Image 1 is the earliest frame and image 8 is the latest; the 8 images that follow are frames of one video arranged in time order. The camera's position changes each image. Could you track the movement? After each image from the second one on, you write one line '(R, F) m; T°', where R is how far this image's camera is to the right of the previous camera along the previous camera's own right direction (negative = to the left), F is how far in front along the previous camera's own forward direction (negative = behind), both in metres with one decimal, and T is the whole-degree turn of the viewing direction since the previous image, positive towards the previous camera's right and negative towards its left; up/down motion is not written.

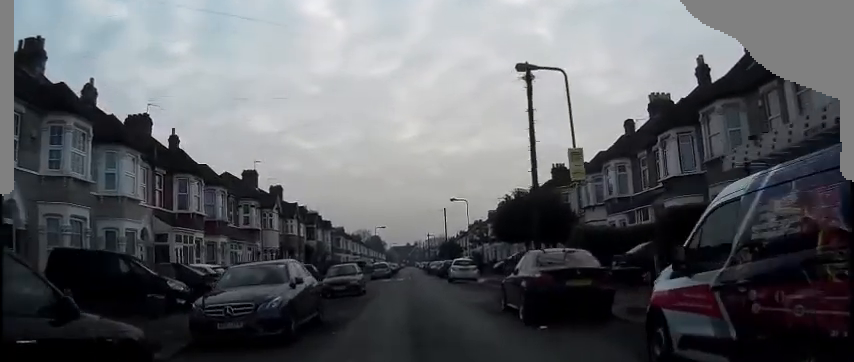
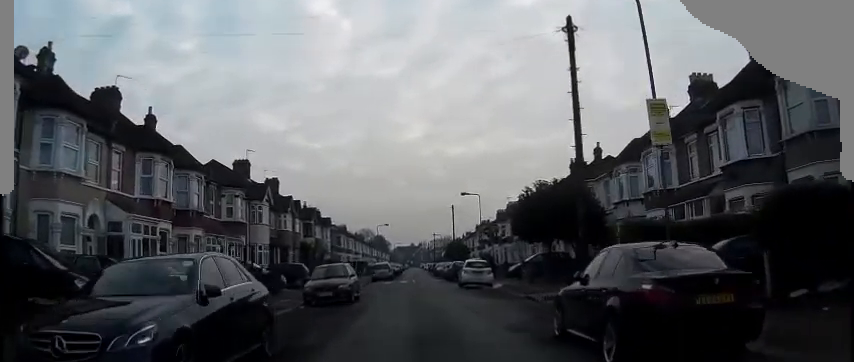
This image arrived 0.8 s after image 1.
(0.0, +5.8) m; -1°
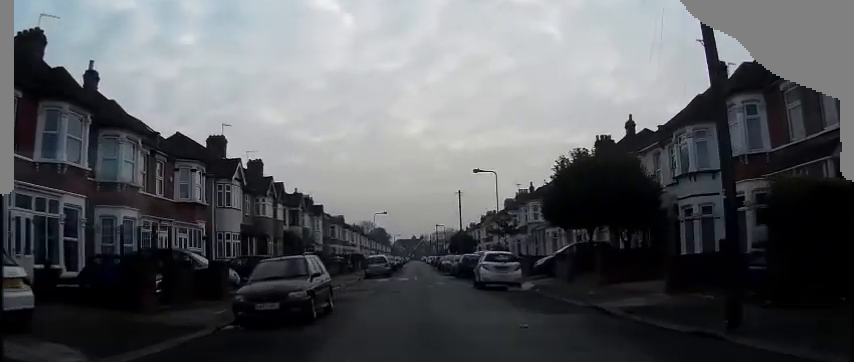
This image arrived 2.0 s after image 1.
(0.0, +8.4) m; 0°
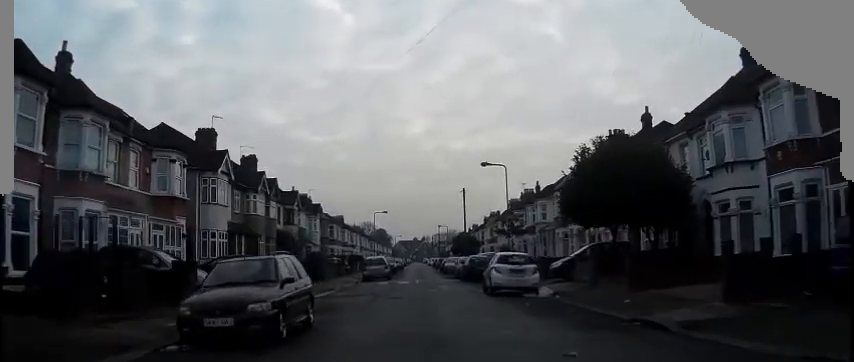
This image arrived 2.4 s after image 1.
(0.0, +3.2) m; 0°
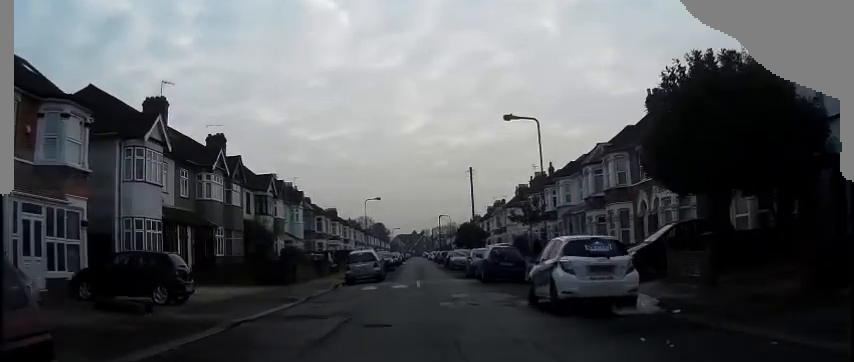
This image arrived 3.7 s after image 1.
(-0.1, +9.3) m; -2°
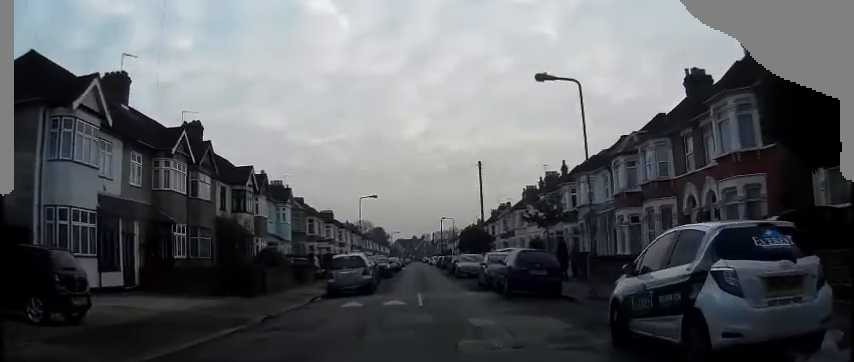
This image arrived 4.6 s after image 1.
(-0.1, +5.7) m; 0°
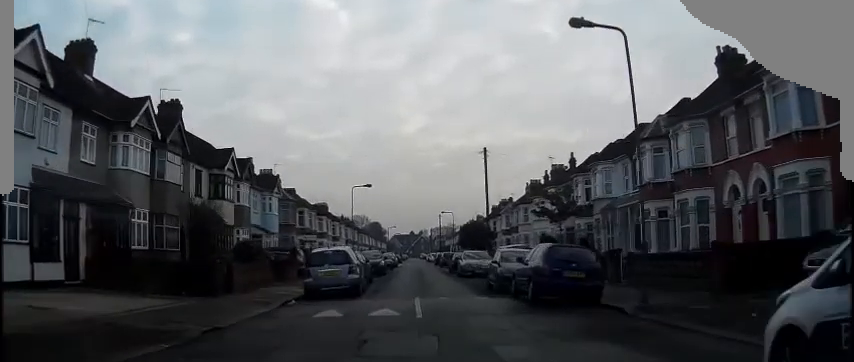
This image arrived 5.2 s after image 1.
(-0.1, +4.0) m; +1°
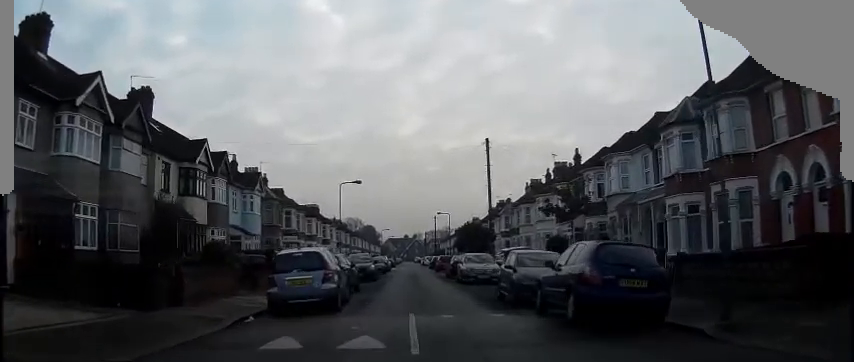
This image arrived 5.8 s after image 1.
(+0.1, +3.8) m; +1°
